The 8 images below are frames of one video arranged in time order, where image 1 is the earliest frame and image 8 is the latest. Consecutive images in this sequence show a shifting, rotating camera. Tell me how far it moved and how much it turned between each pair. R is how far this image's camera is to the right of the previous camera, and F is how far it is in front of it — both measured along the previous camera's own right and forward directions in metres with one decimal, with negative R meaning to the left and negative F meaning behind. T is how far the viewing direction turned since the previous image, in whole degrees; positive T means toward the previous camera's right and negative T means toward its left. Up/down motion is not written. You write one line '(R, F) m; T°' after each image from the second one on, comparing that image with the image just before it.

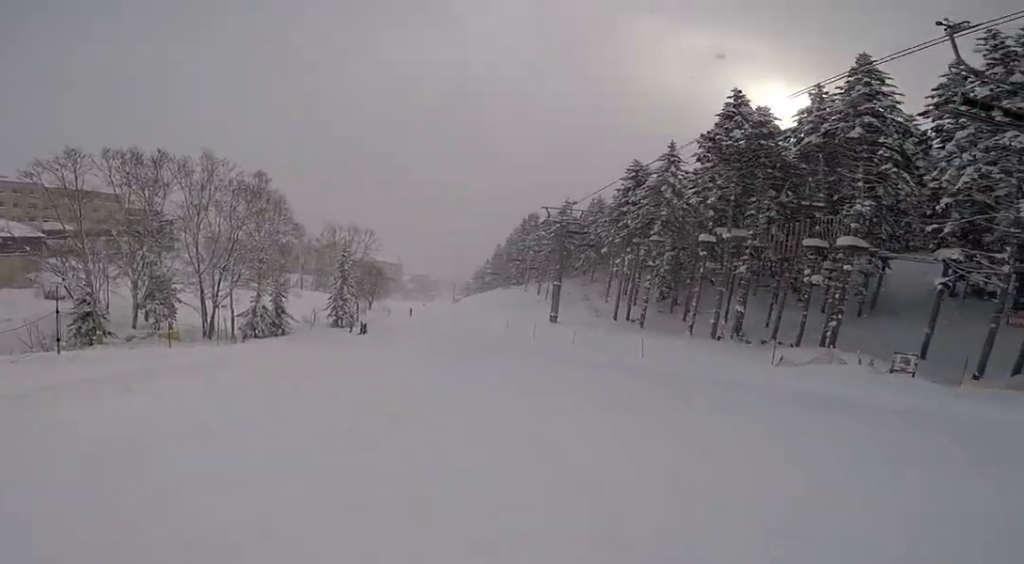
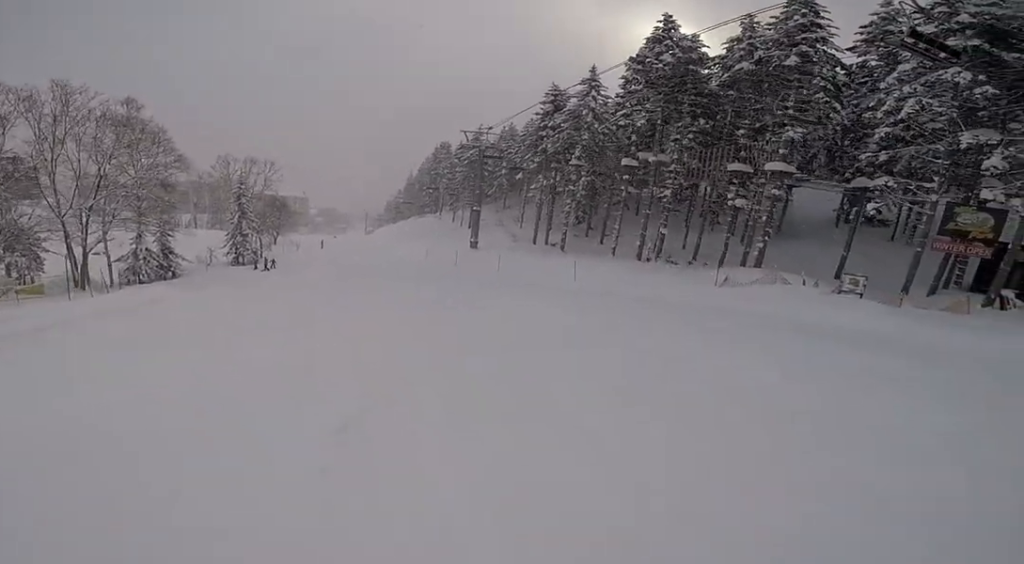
(-0.1, +3.2) m; +5°
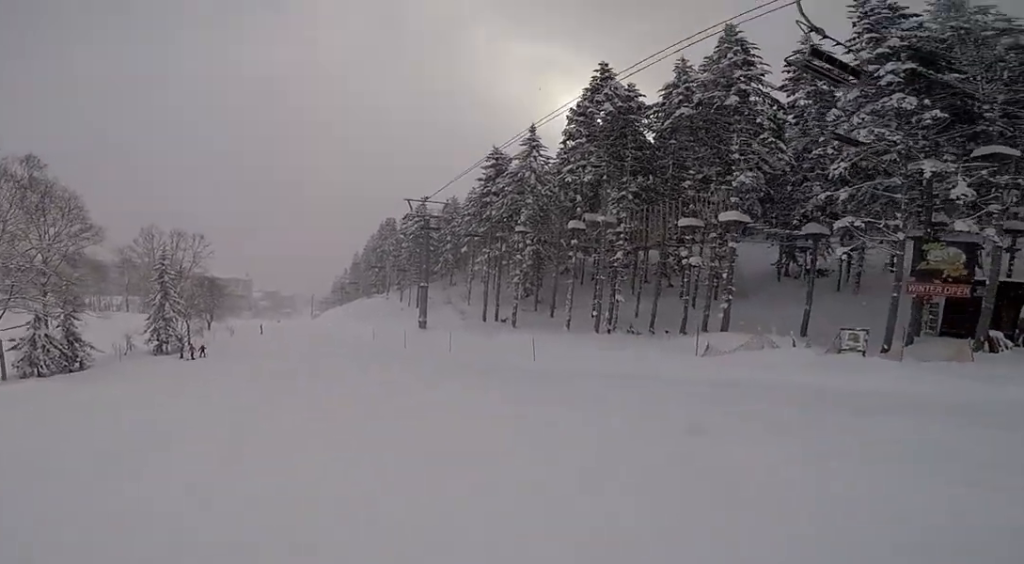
(+0.4, +3.7) m; +2°
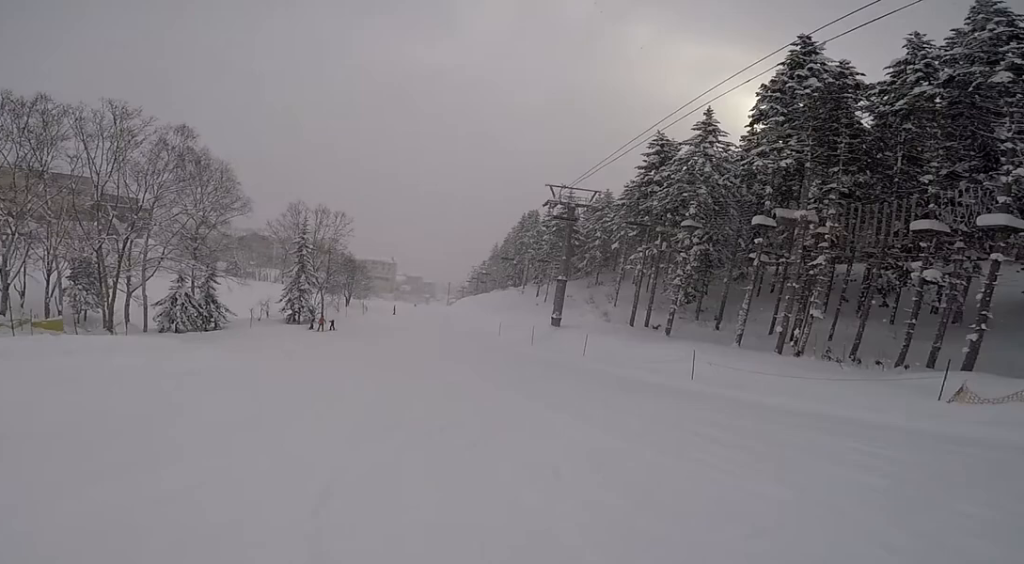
(+0.1, +3.2) m; -7°
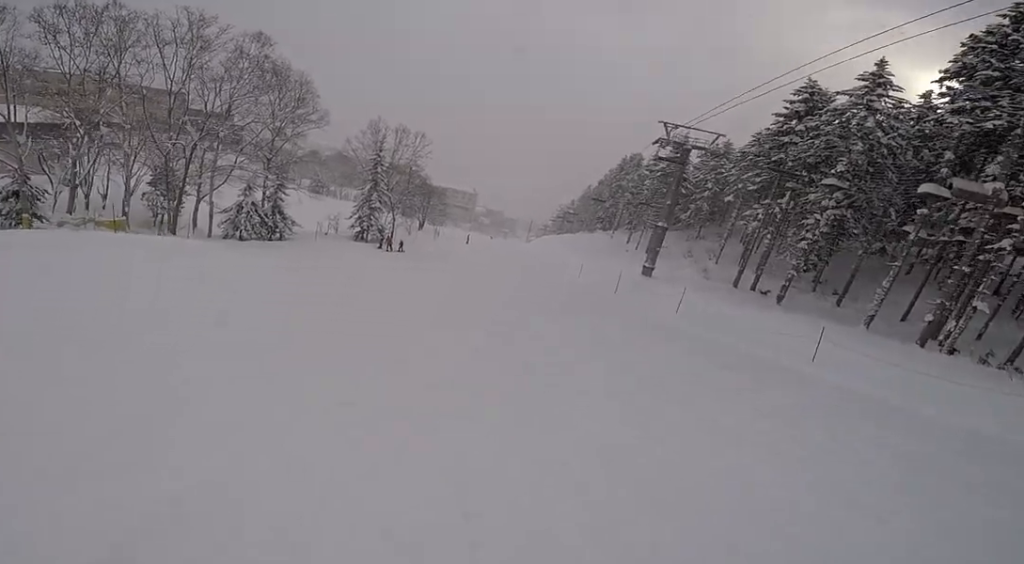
(-0.1, +2.8) m; -13°
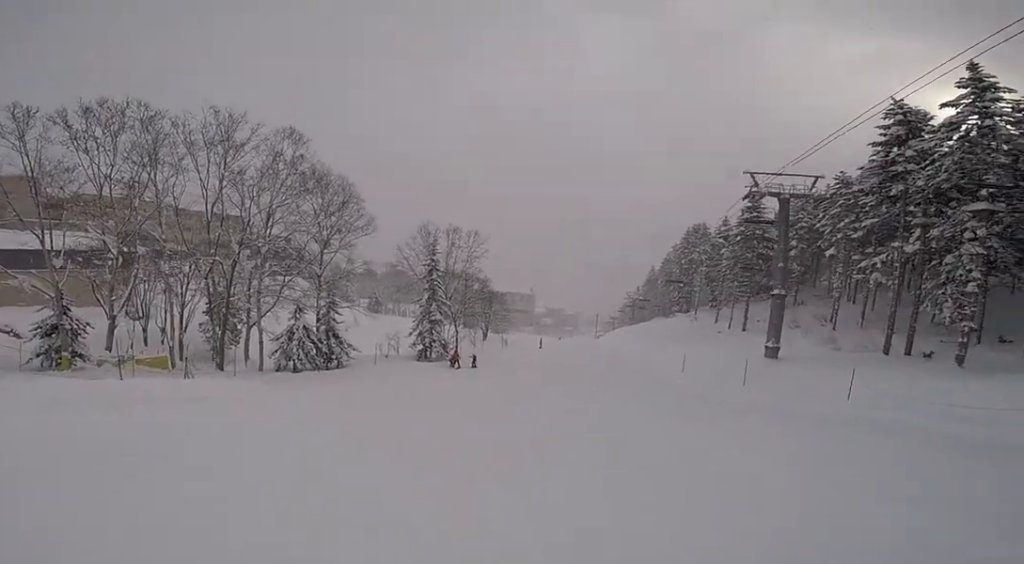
(-1.3, +5.3) m; +4°
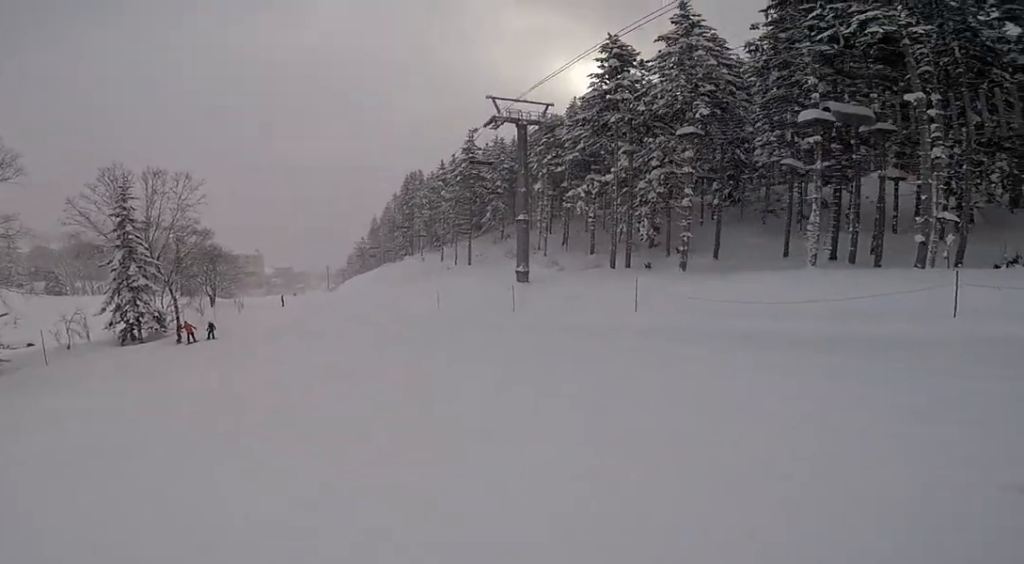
(+2.1, +6.9) m; +11°
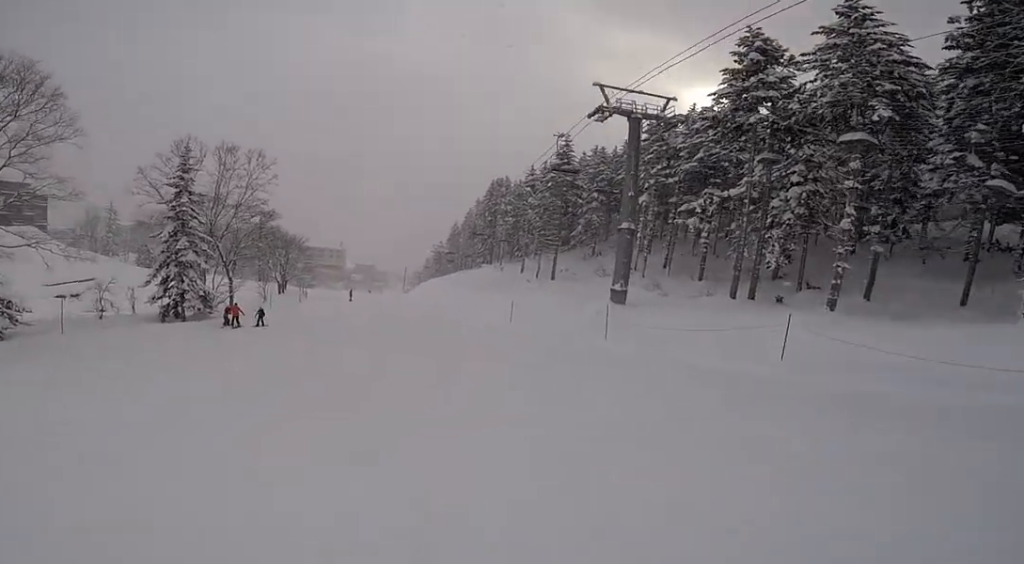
(-0.2, +4.3) m; -10°
